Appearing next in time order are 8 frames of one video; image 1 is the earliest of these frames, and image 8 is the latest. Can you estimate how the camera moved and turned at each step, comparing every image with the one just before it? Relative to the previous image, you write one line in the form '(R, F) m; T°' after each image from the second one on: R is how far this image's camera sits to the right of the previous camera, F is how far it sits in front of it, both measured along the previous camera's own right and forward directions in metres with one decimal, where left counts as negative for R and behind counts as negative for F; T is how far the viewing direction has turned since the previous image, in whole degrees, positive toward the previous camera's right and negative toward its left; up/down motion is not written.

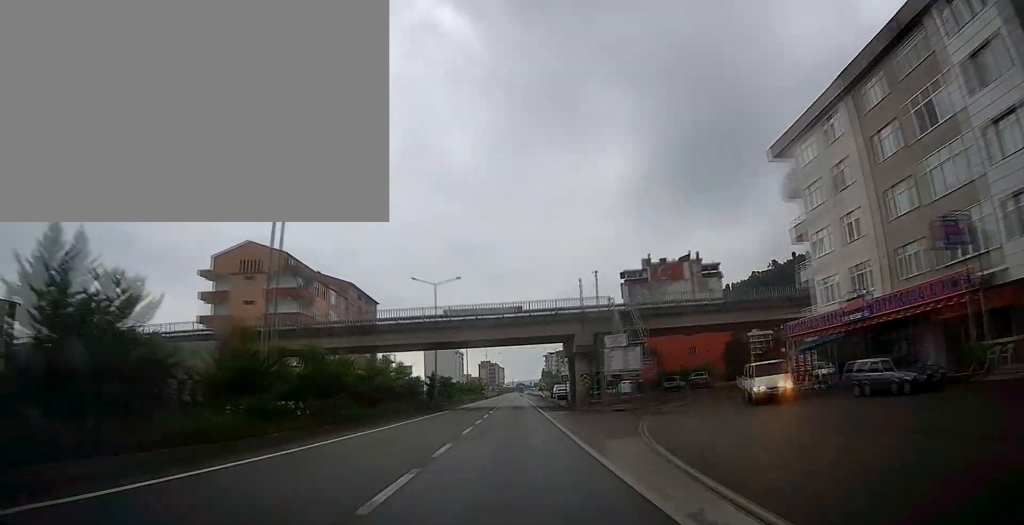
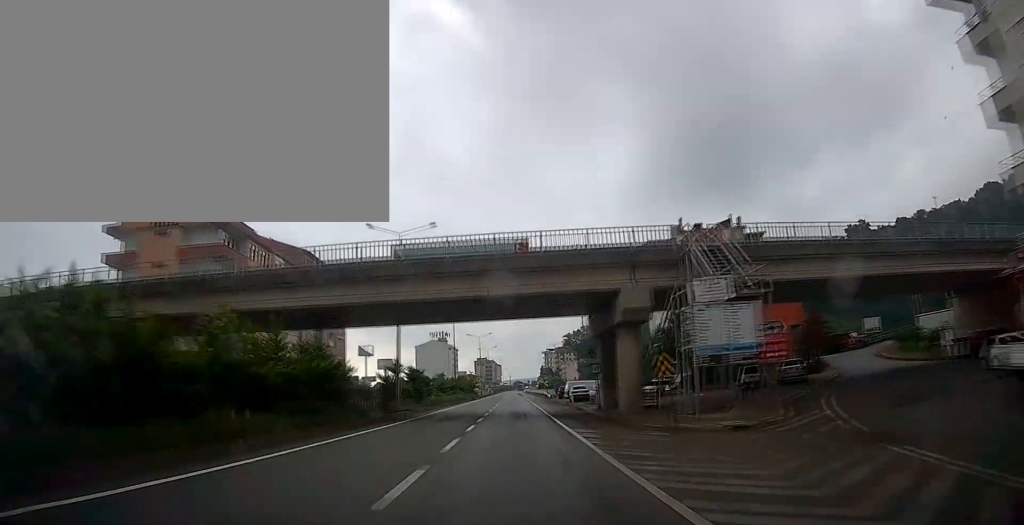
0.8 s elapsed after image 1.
(0.0, +18.9) m; +1°
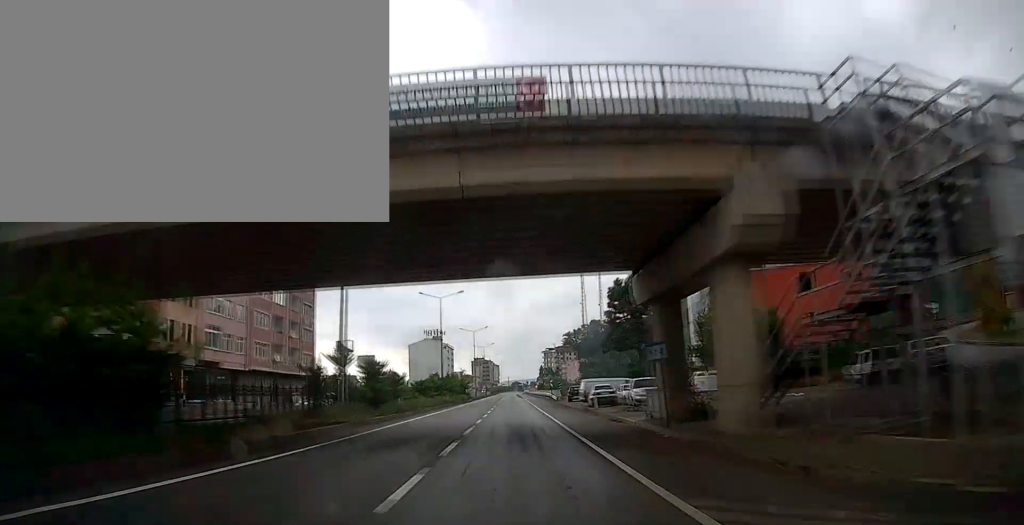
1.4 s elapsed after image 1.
(+0.1, +13.3) m; 0°
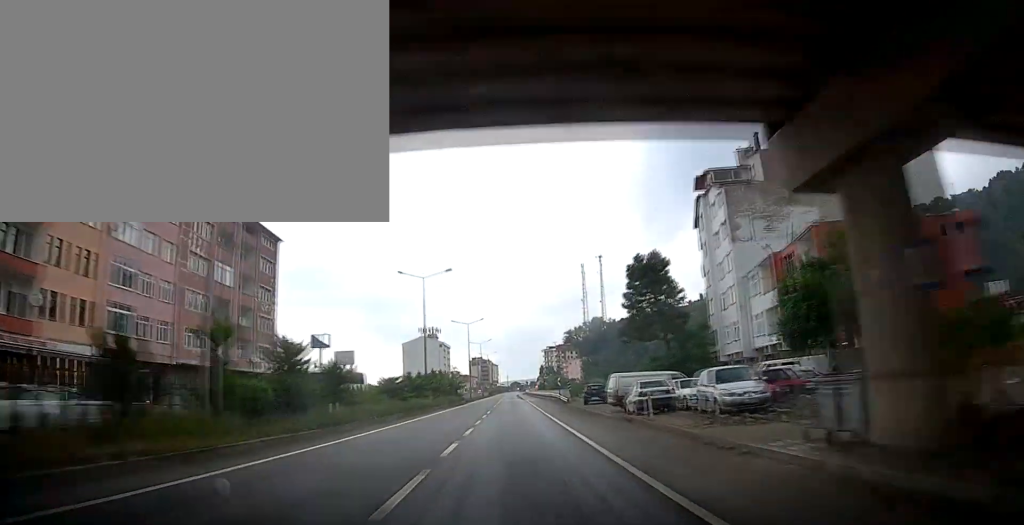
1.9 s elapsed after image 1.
(+0.2, +12.5) m; 0°
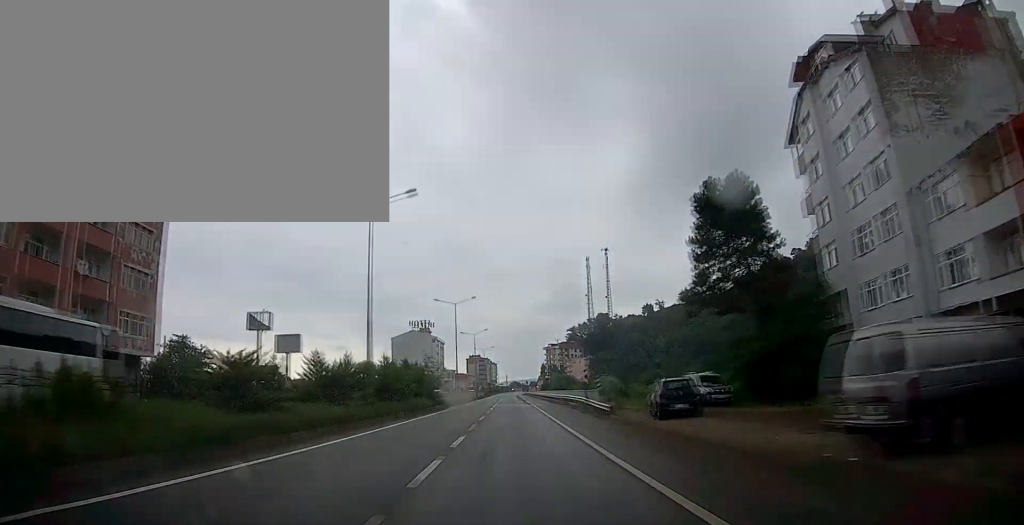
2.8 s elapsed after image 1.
(-0.4, +21.8) m; -1°
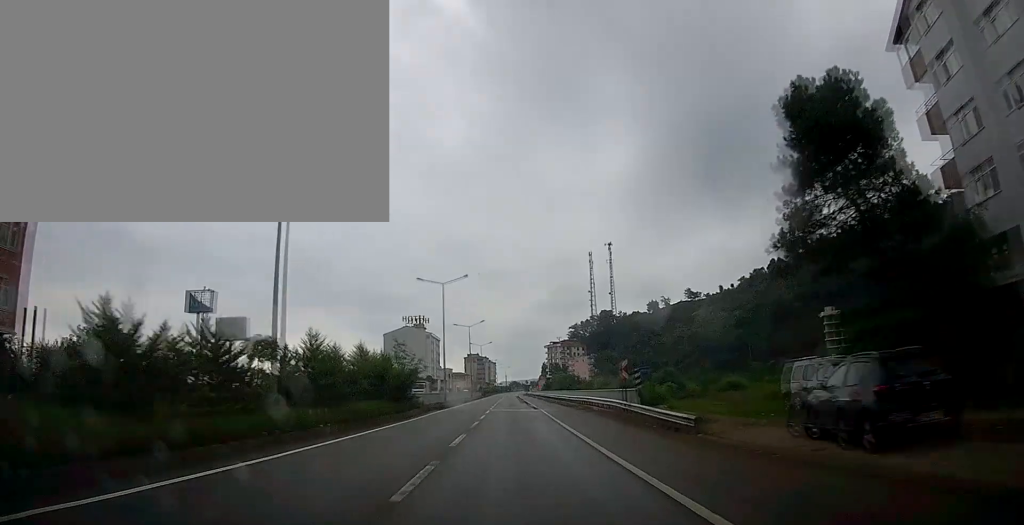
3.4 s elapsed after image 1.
(+0.1, +13.3) m; 0°
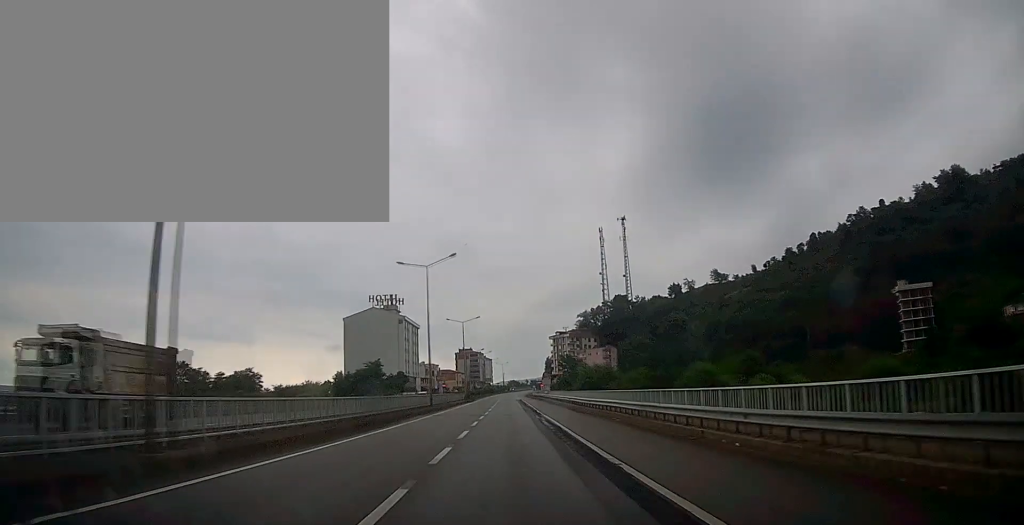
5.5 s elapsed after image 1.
(+0.3, +49.4) m; +1°
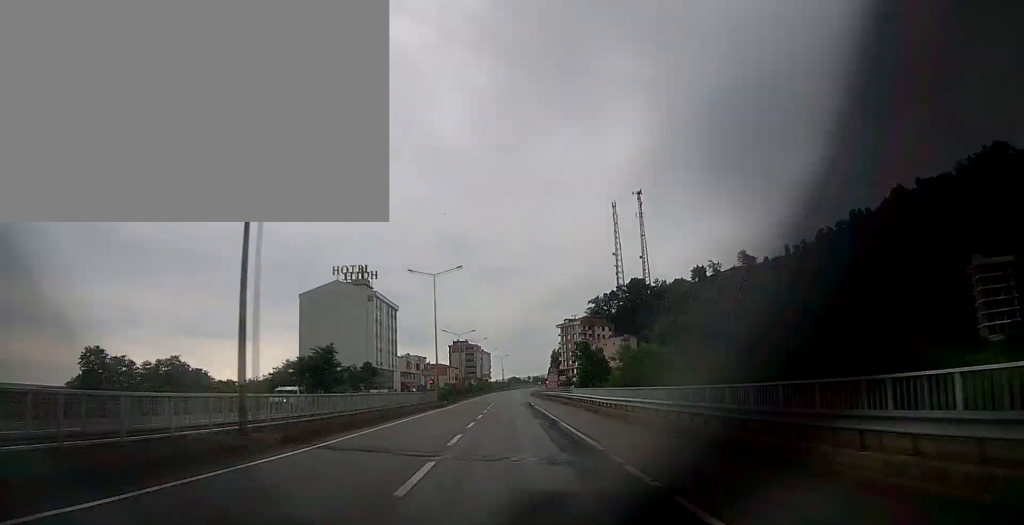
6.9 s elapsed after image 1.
(+0.1, +35.3) m; 0°
